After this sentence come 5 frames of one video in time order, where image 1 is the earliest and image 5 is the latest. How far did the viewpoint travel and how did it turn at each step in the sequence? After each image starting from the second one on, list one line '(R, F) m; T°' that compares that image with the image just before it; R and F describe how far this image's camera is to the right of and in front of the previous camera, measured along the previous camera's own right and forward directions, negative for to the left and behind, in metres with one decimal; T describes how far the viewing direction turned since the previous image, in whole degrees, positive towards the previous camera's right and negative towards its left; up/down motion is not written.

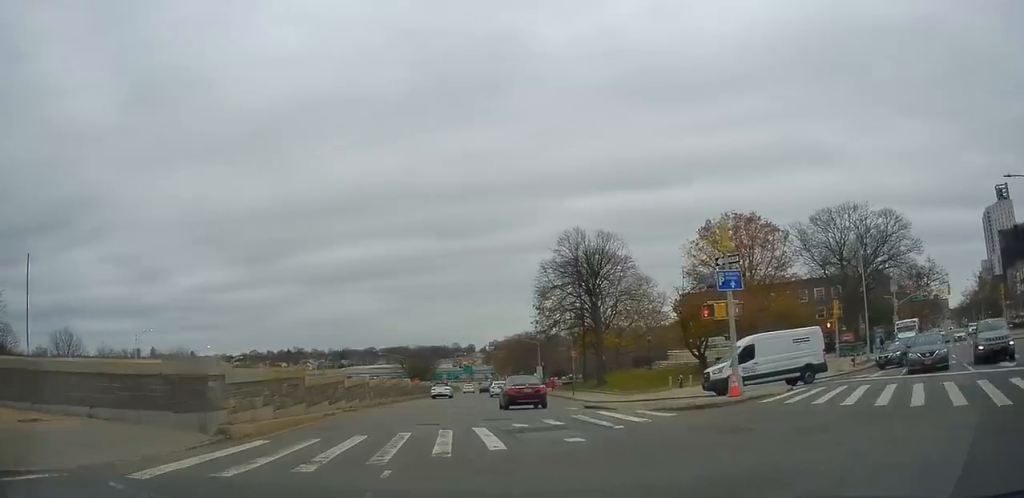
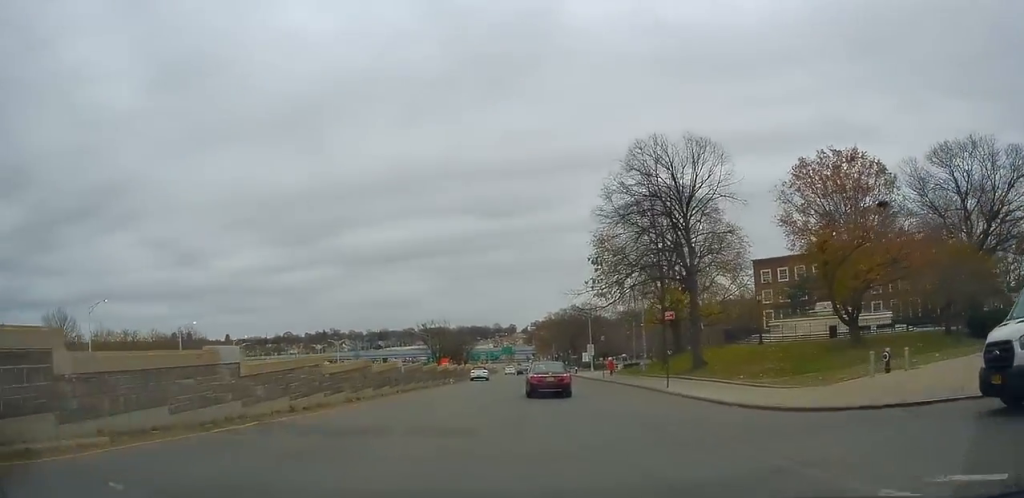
(-1.8, +16.3) m; -10°
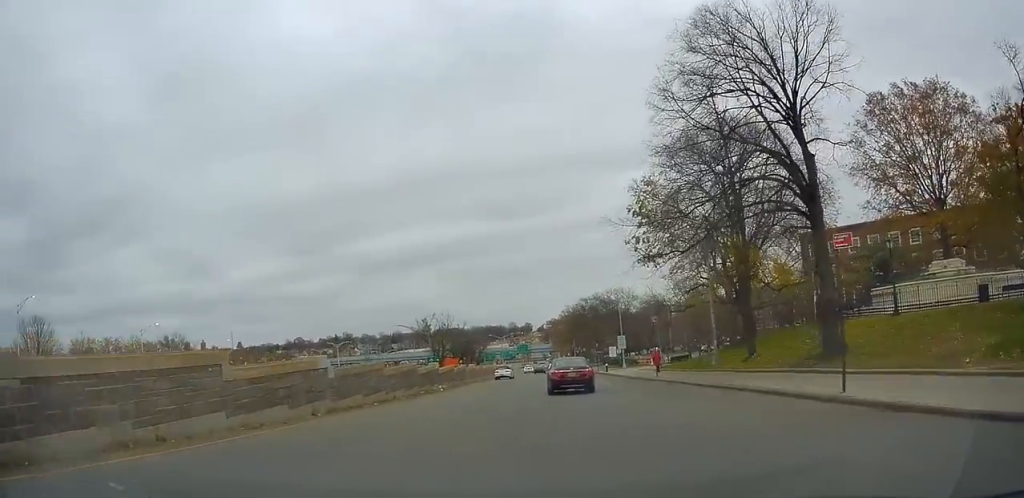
(-0.6, +14.4) m; -6°
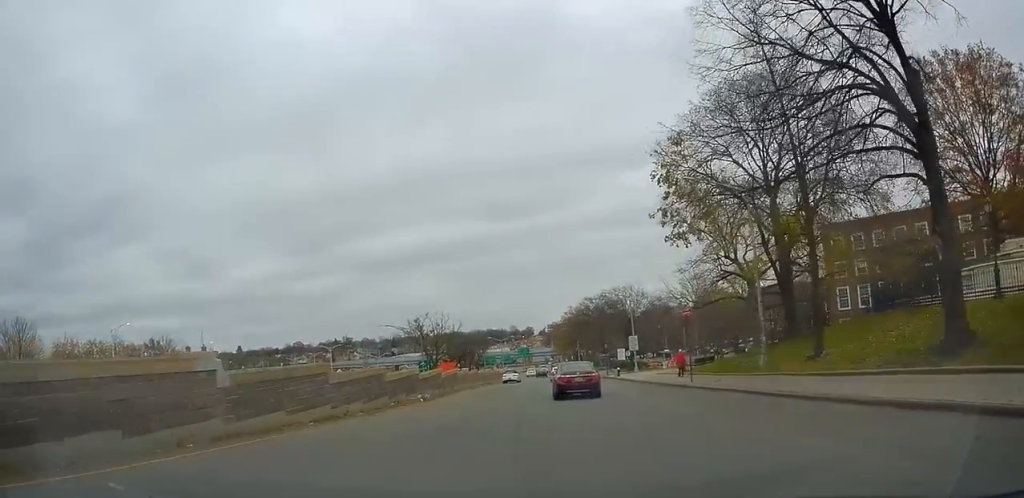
(-0.3, +7.4) m; 0°
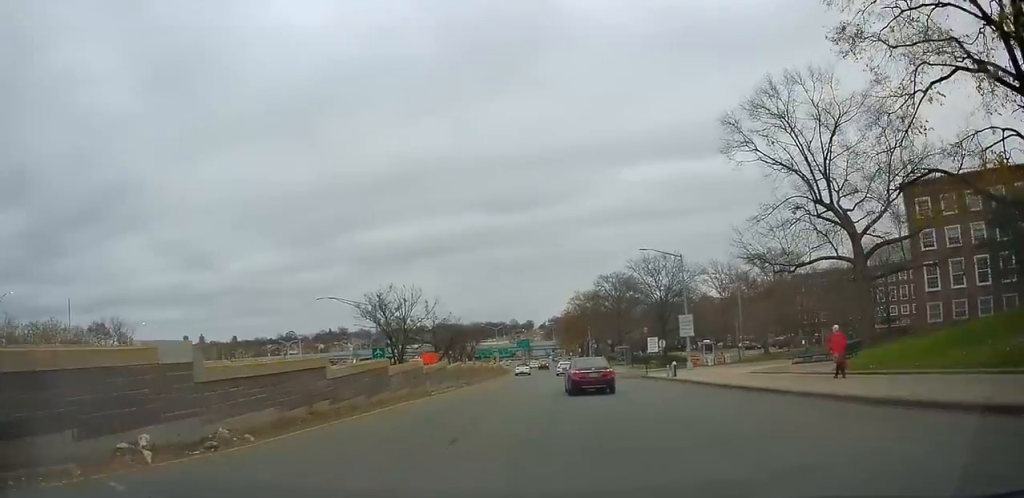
(+0.1, +22.1) m; -1°
